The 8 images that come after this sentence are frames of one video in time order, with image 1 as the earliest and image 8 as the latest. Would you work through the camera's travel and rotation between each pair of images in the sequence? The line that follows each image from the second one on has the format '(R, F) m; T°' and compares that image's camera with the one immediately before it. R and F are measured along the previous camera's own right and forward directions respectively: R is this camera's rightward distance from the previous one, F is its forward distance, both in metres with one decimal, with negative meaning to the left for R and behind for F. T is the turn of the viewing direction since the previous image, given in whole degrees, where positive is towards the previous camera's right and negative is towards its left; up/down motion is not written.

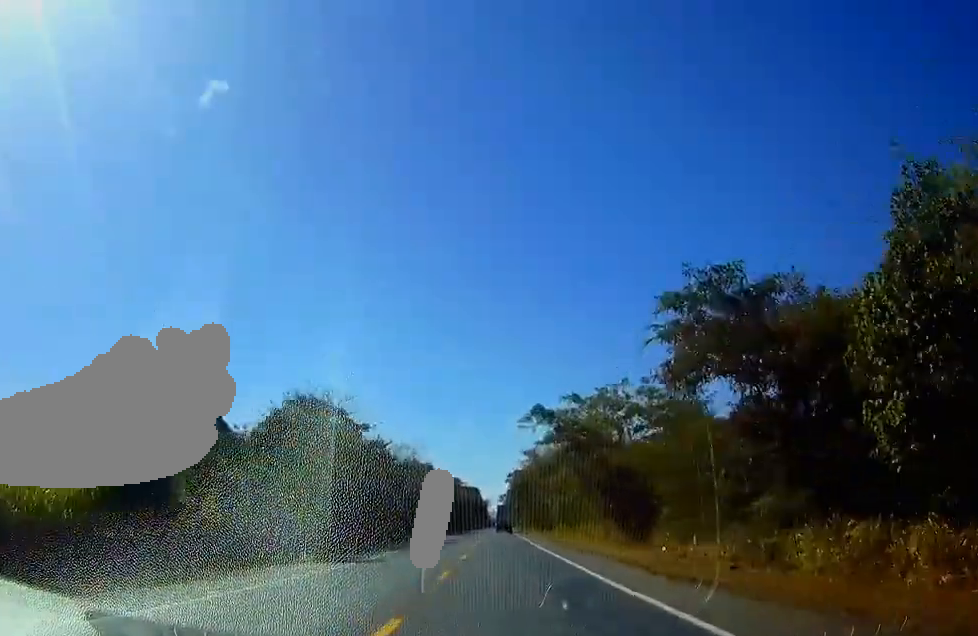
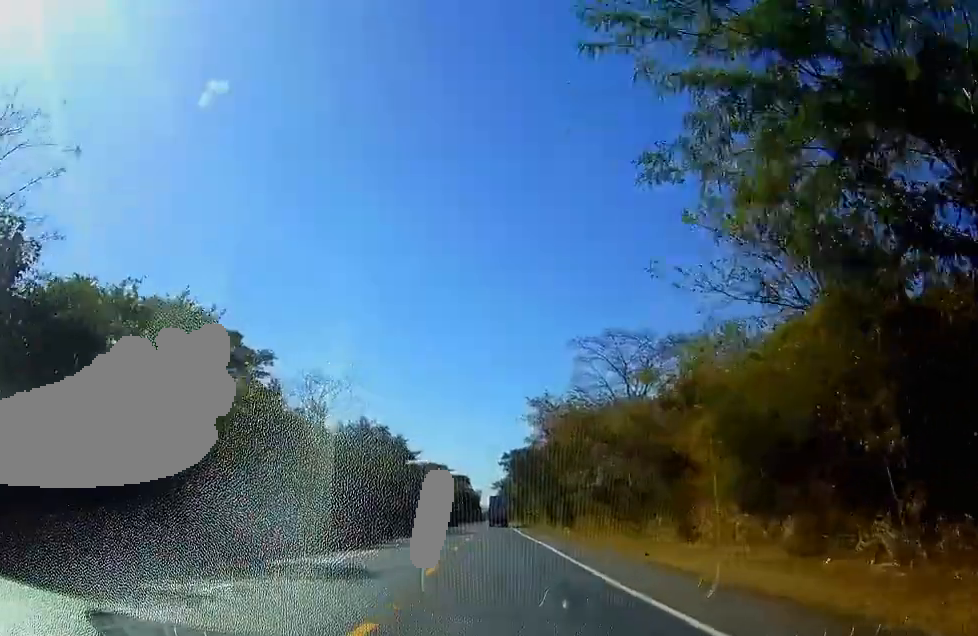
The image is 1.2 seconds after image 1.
(-0.1, +39.5) m; 0°
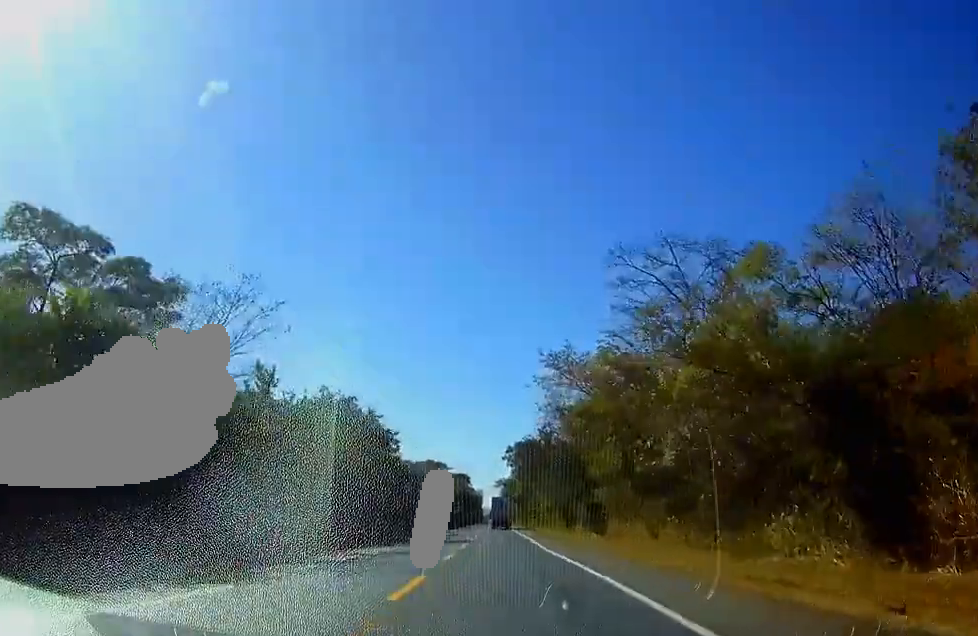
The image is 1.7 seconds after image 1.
(-0.1, +18.1) m; 0°
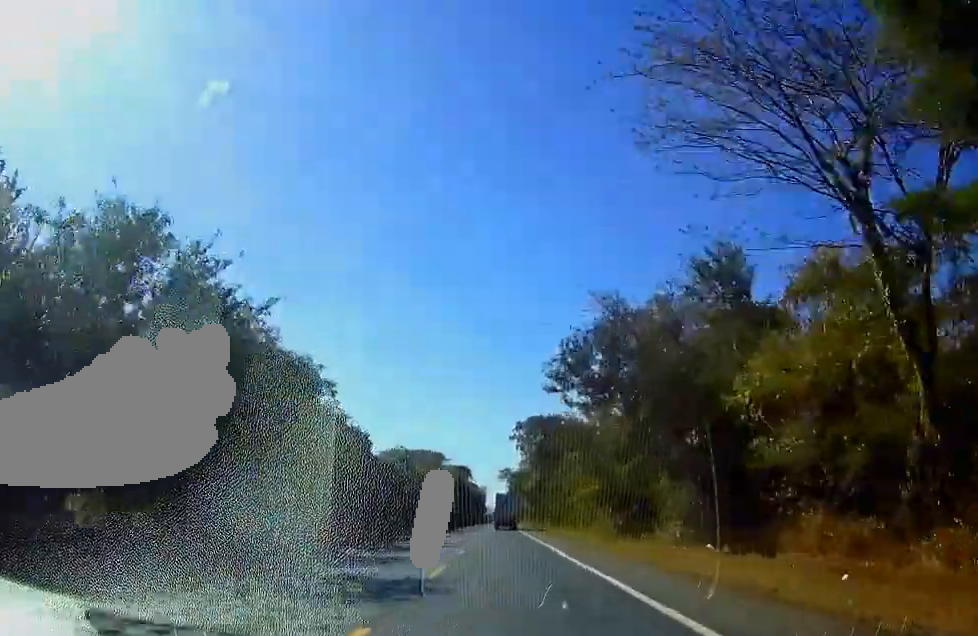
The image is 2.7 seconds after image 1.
(+0.2, +34.6) m; 0°
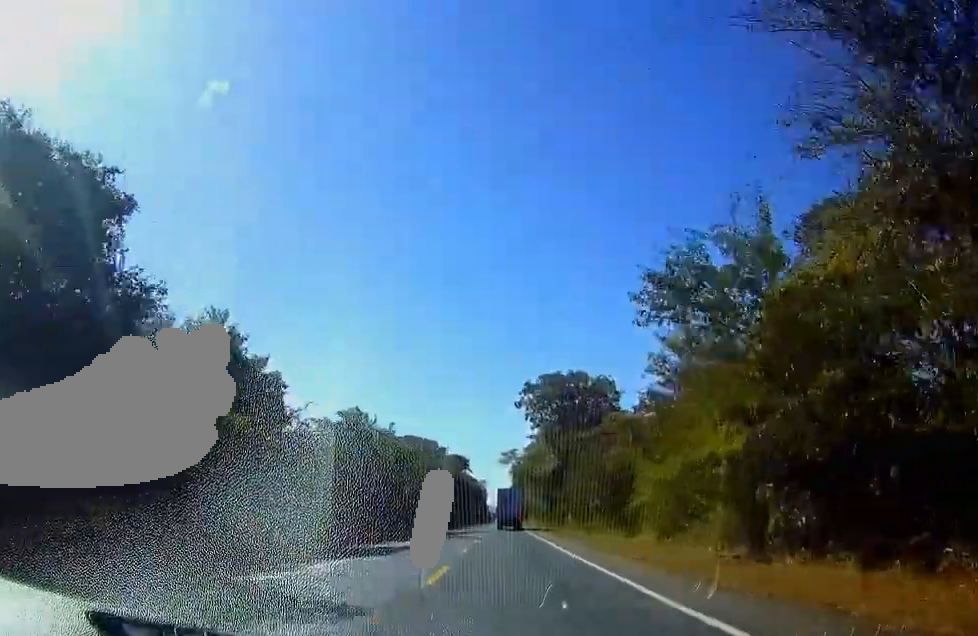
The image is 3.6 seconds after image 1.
(-0.1, +28.8) m; 0°
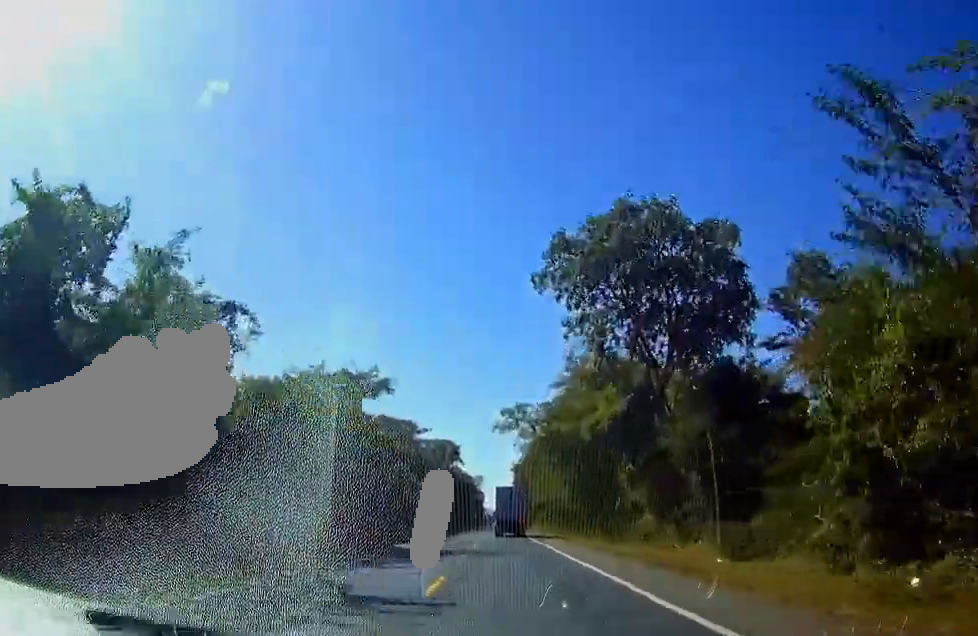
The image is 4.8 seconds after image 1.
(0.0, +40.7) m; 0°
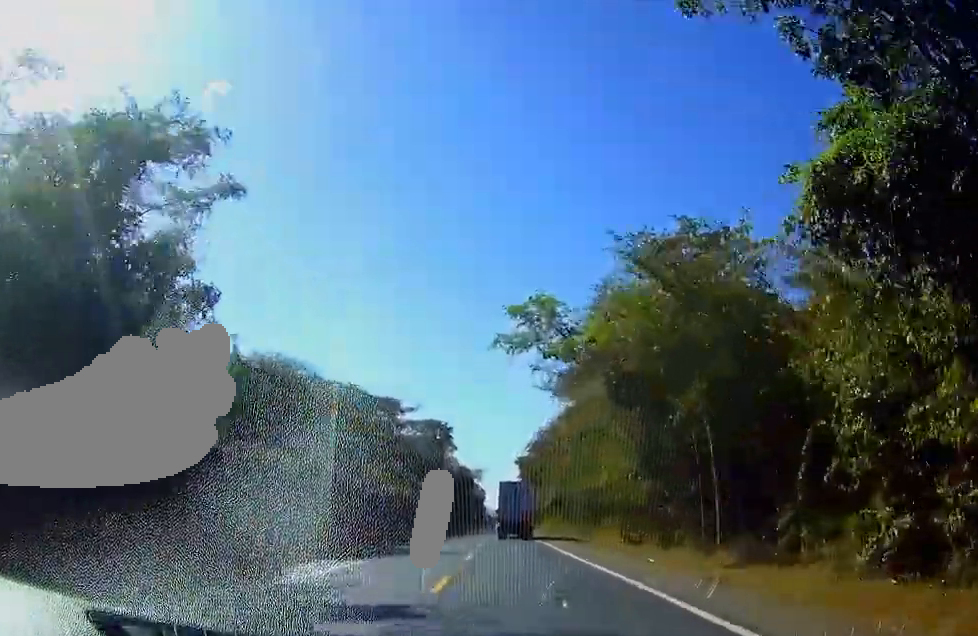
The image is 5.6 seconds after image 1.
(0.0, +26.2) m; 0°
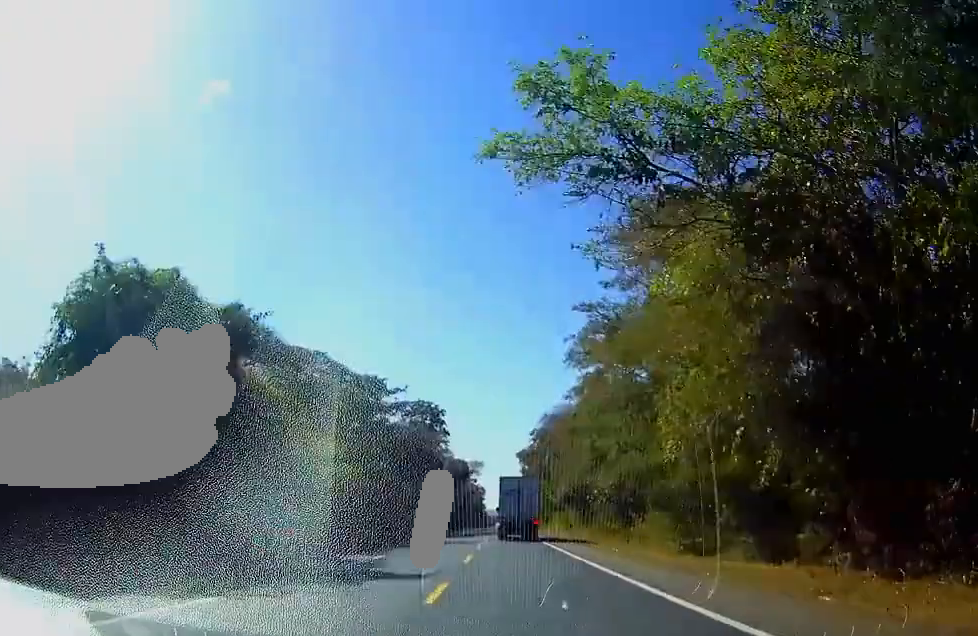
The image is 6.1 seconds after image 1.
(0.0, +15.2) m; 0°
